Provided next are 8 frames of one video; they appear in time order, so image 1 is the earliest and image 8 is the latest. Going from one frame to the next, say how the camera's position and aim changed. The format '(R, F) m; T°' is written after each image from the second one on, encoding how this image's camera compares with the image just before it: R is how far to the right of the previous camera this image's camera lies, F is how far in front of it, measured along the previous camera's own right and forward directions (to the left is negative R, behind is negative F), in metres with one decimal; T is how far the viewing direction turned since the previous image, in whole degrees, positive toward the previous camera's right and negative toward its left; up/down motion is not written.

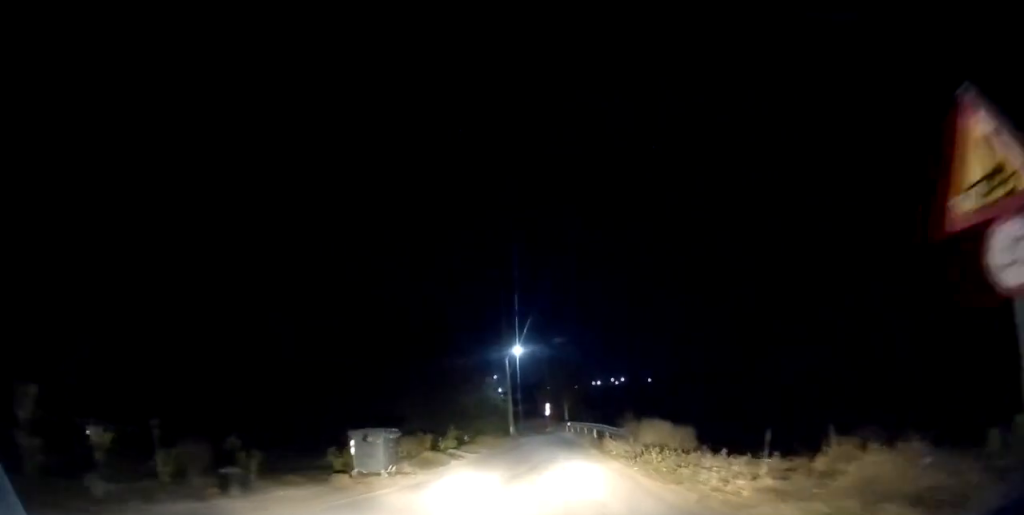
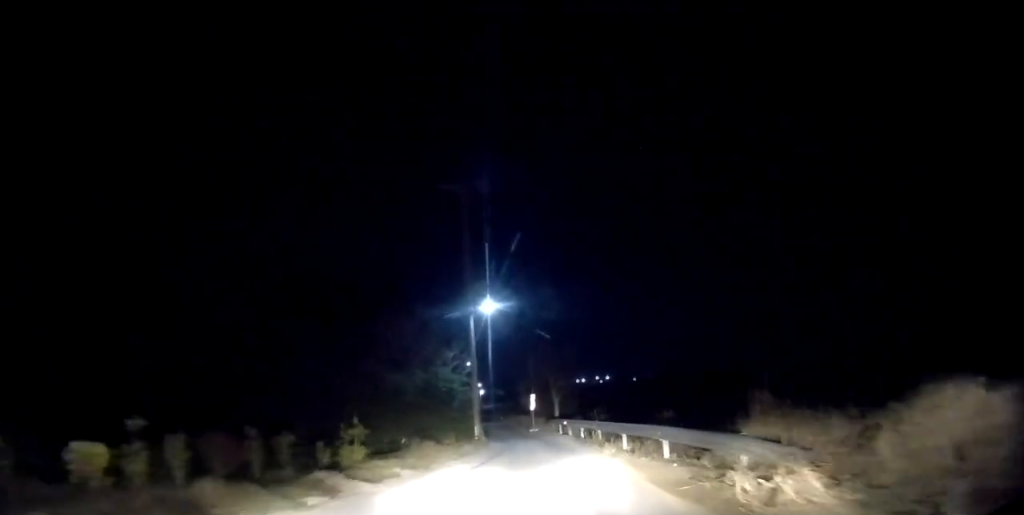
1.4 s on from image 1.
(+0.1, +15.0) m; +1°
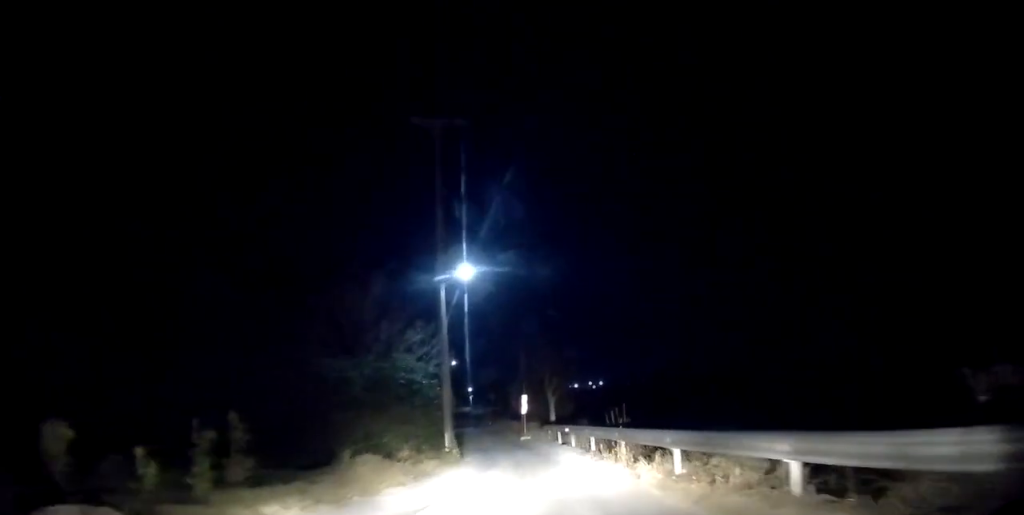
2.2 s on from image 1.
(+0.3, +7.3) m; -2°
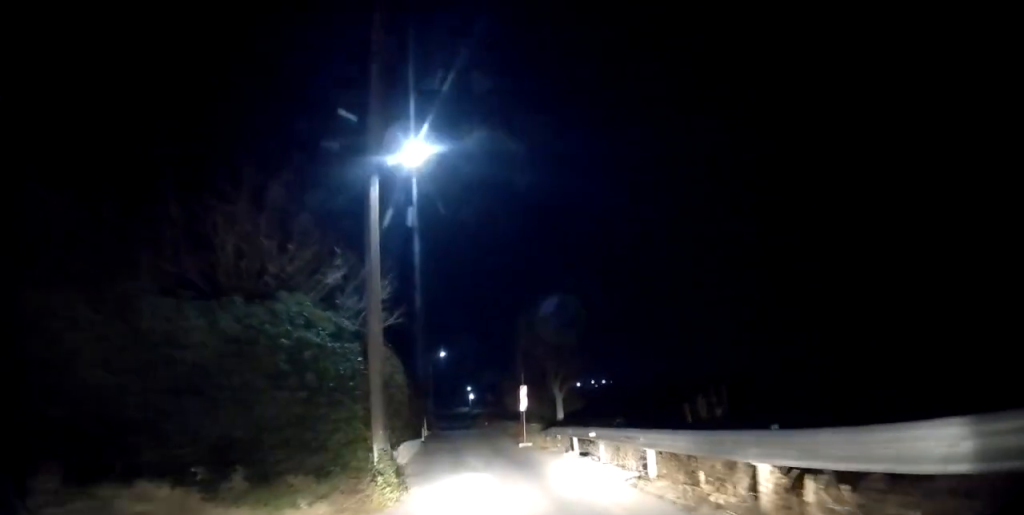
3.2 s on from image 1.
(-0.5, +9.2) m; -1°
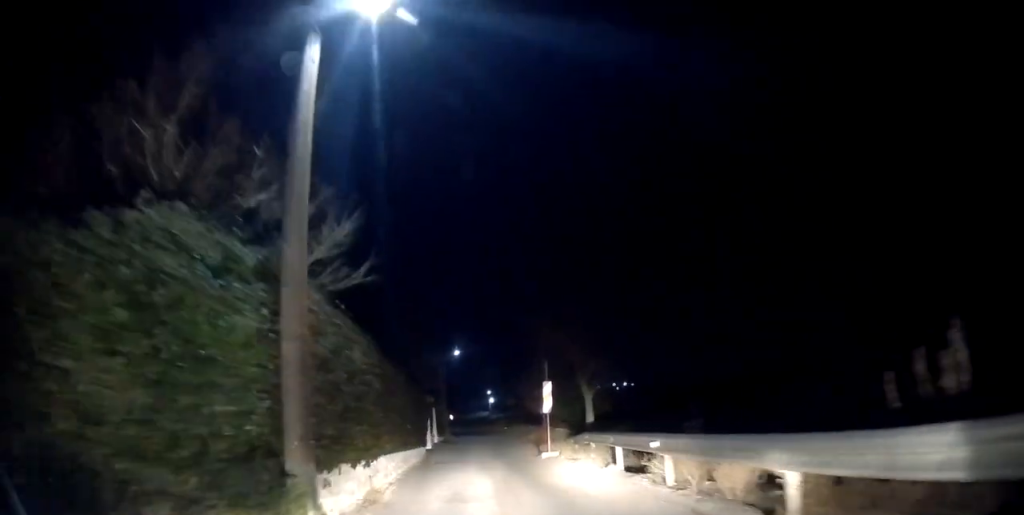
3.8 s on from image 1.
(+0.2, +4.8) m; 0°
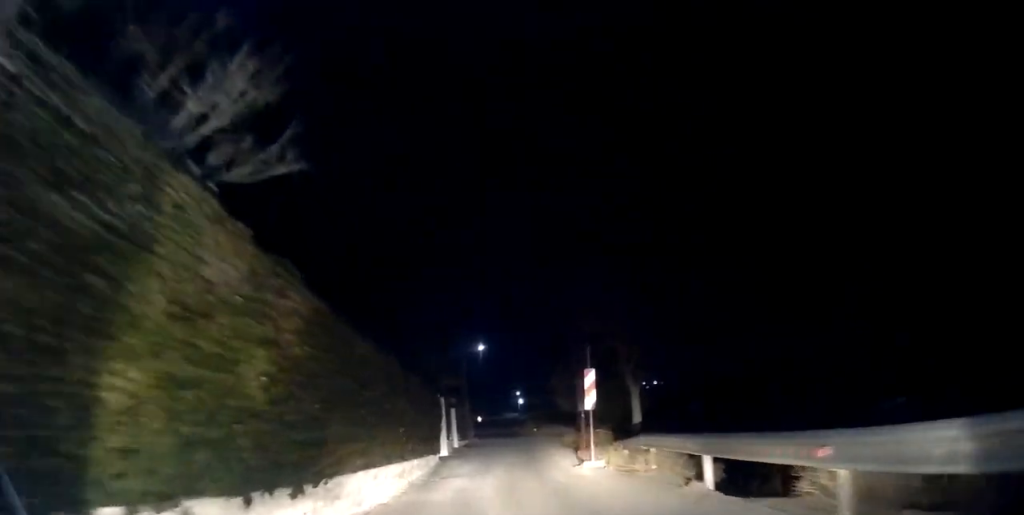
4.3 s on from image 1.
(+0.4, +4.6) m; 0°
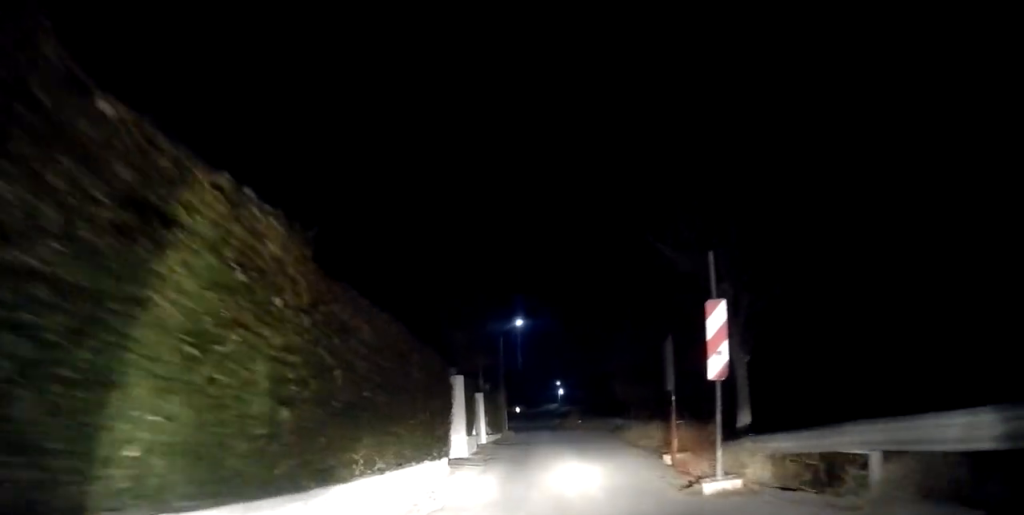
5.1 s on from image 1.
(-0.5, +7.4) m; -3°
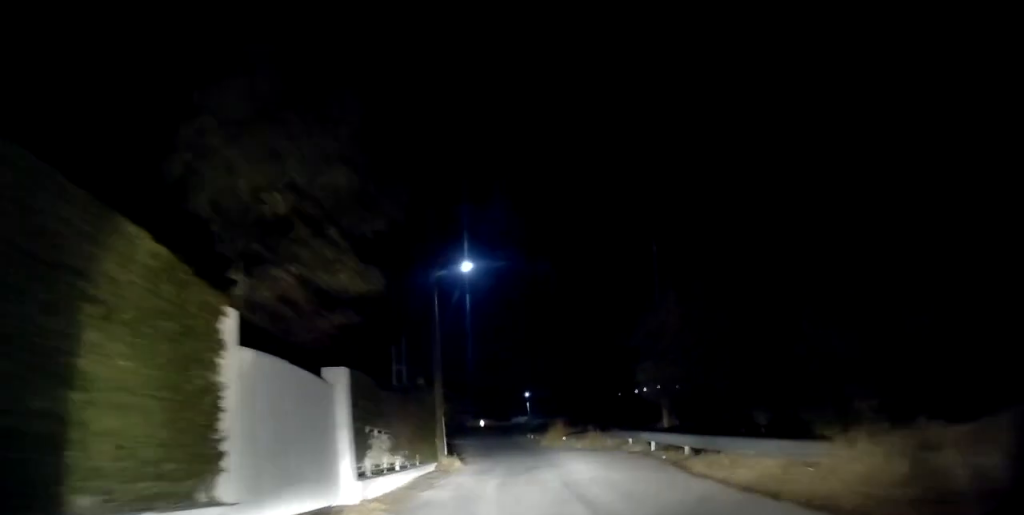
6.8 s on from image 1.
(-0.3, +15.9) m; -2°
